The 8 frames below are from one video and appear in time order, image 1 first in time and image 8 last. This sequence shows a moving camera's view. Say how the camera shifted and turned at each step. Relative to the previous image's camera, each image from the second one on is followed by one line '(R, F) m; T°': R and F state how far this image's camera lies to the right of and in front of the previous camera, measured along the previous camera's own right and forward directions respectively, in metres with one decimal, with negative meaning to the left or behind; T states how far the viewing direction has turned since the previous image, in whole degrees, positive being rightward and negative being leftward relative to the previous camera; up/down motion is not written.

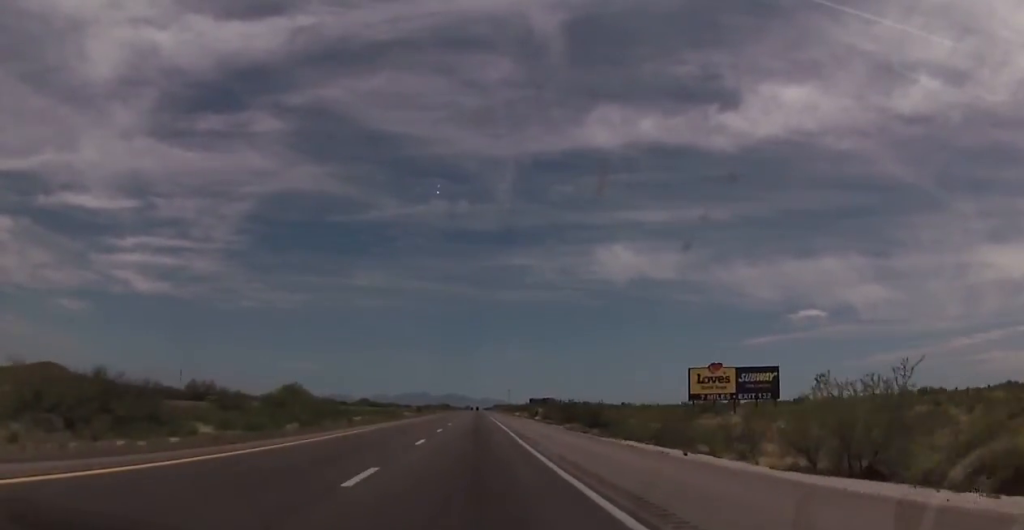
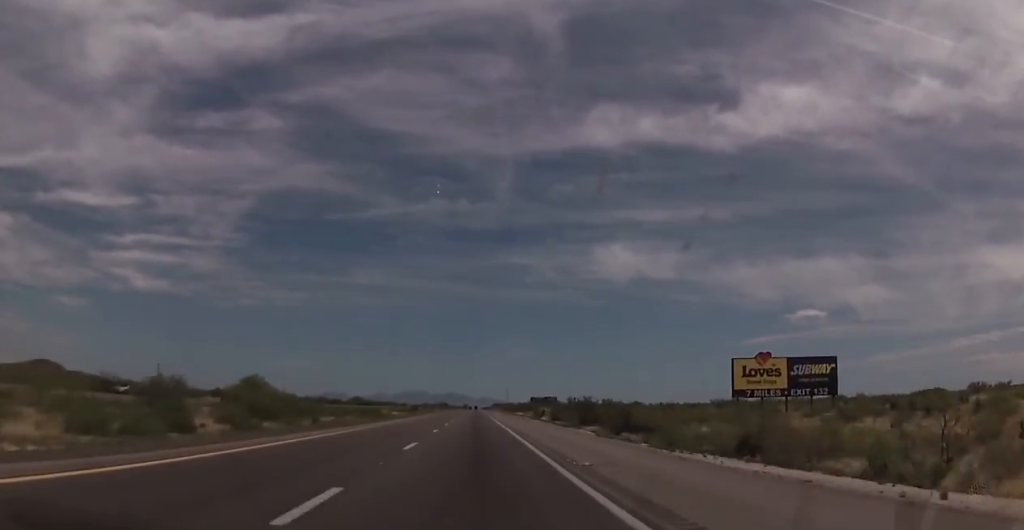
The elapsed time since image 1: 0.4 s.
(+0.3, +15.8) m; 0°
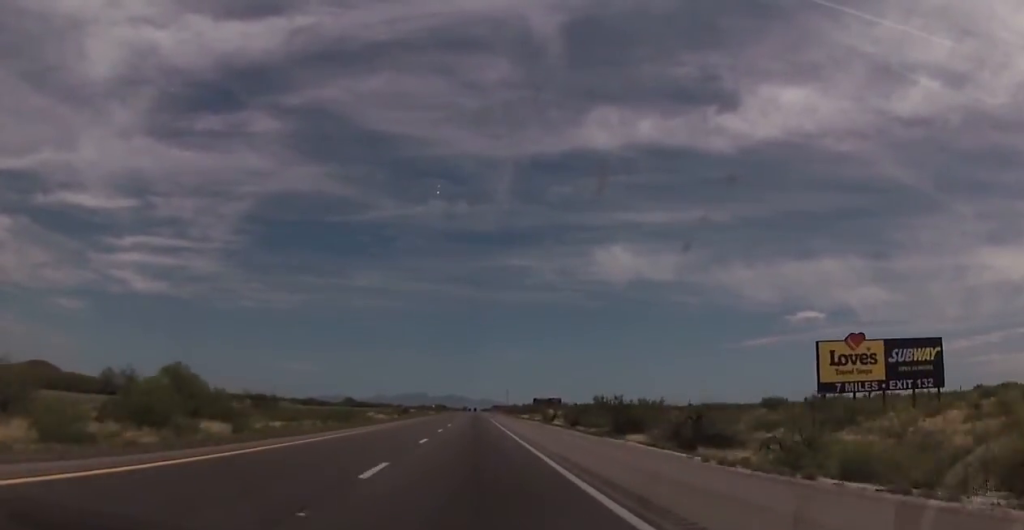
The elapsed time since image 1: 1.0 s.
(-0.3, +19.5) m; 0°
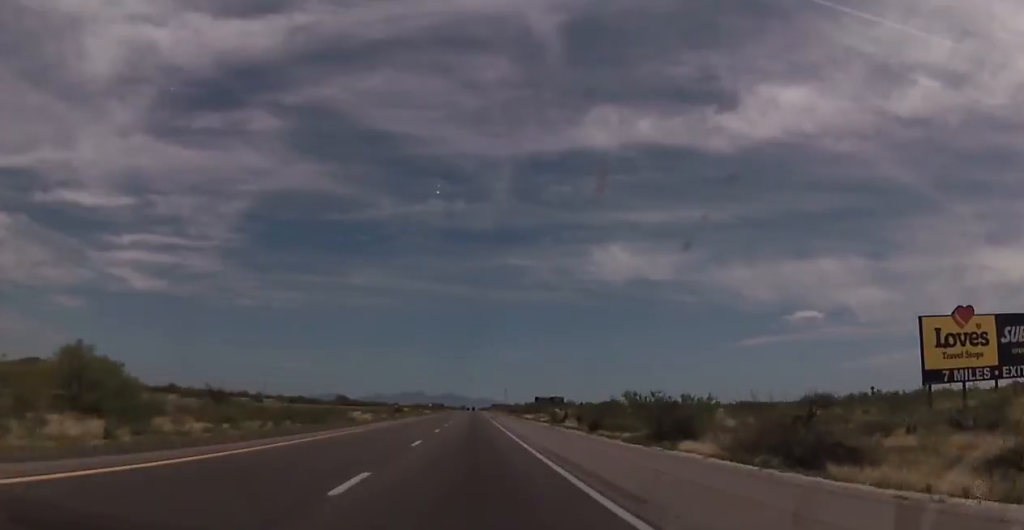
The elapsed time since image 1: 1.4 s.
(-0.2, +14.6) m; 0°
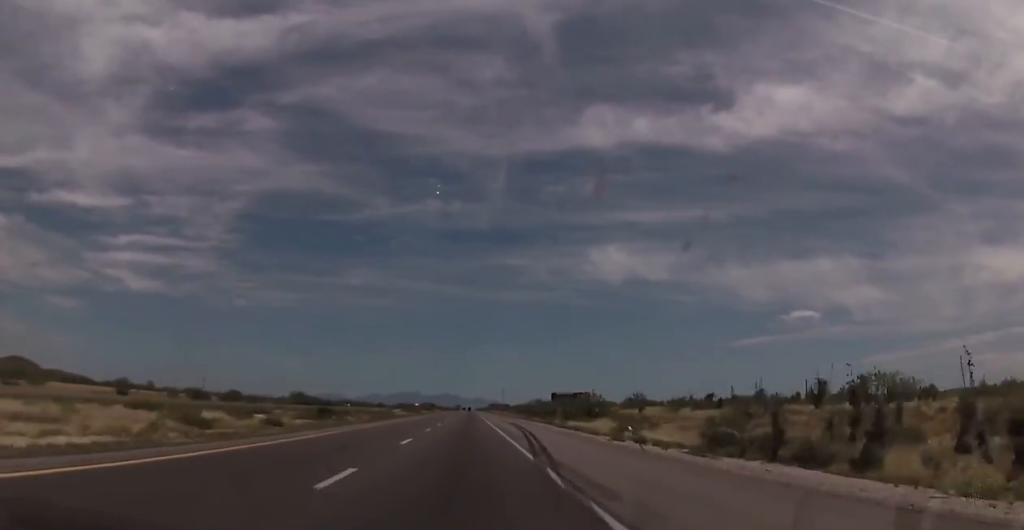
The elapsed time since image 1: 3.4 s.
(+1.1, +72.9) m; 0°
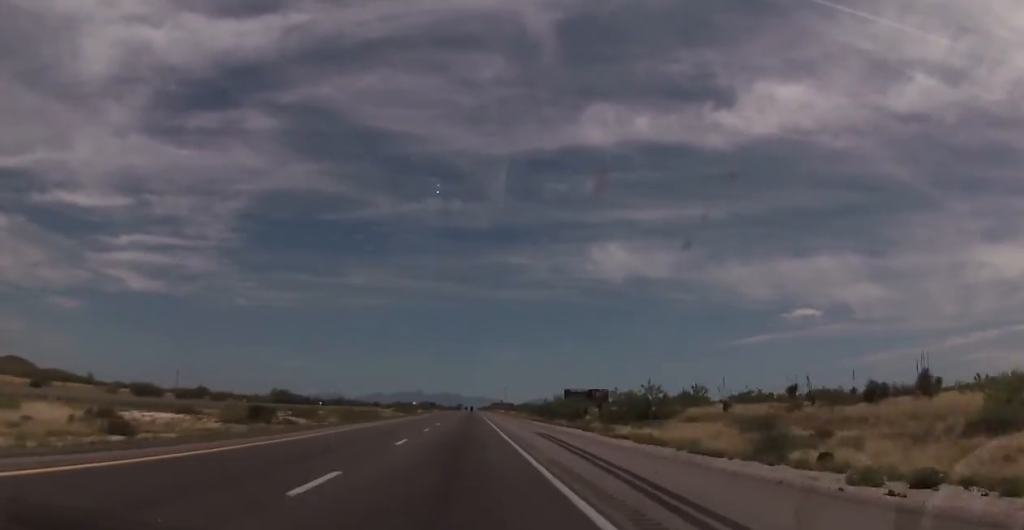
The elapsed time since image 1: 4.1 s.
(-0.3, +25.5) m; 0°
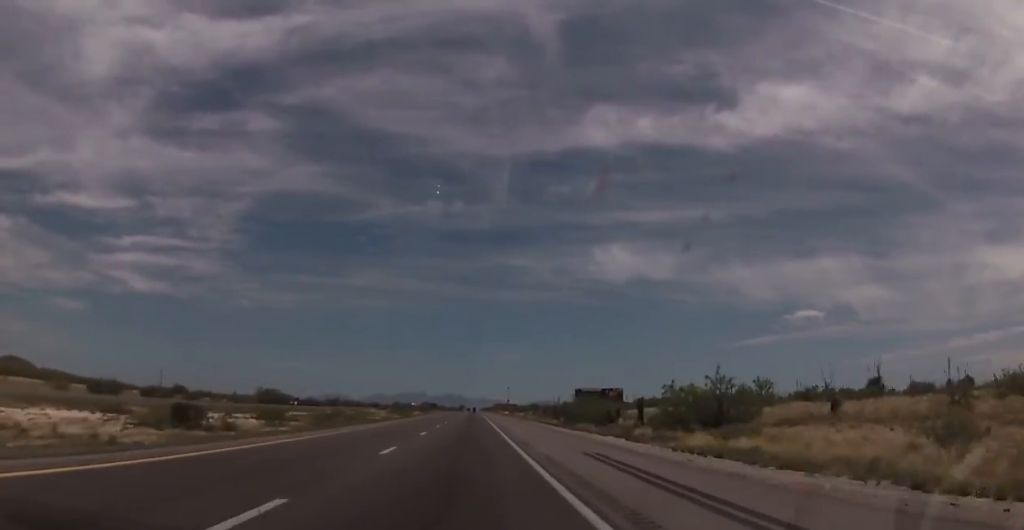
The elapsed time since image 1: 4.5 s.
(-0.2, +15.8) m; 0°
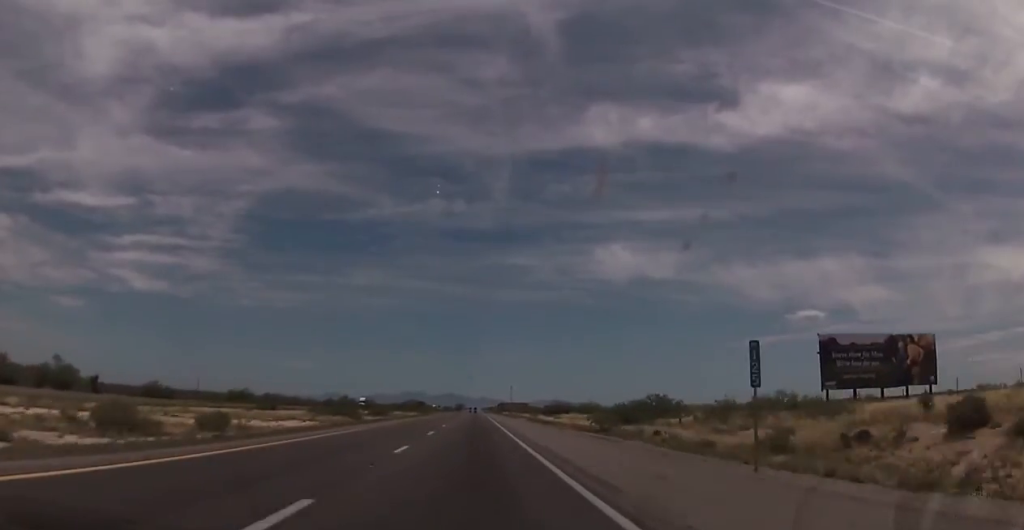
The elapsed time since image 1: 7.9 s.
(+0.5, +122.7) m; 0°
